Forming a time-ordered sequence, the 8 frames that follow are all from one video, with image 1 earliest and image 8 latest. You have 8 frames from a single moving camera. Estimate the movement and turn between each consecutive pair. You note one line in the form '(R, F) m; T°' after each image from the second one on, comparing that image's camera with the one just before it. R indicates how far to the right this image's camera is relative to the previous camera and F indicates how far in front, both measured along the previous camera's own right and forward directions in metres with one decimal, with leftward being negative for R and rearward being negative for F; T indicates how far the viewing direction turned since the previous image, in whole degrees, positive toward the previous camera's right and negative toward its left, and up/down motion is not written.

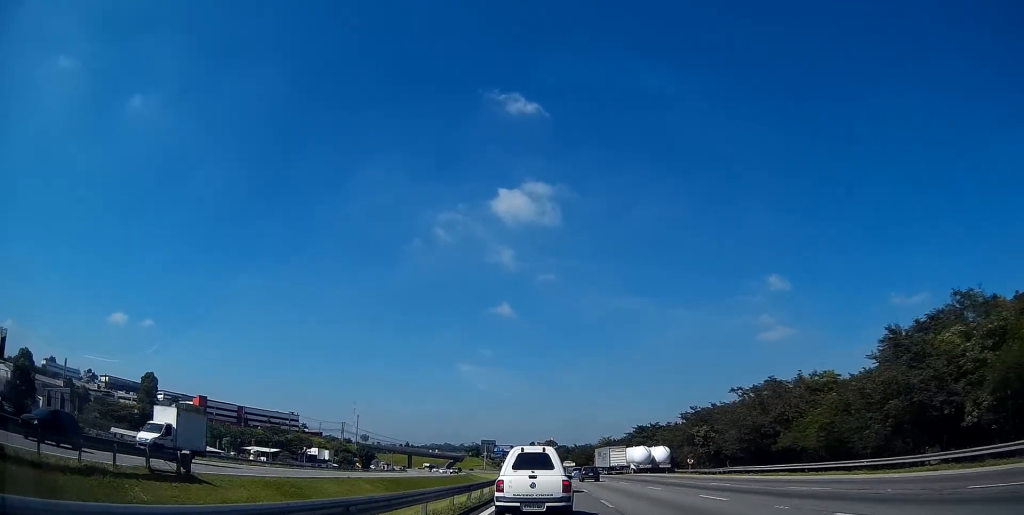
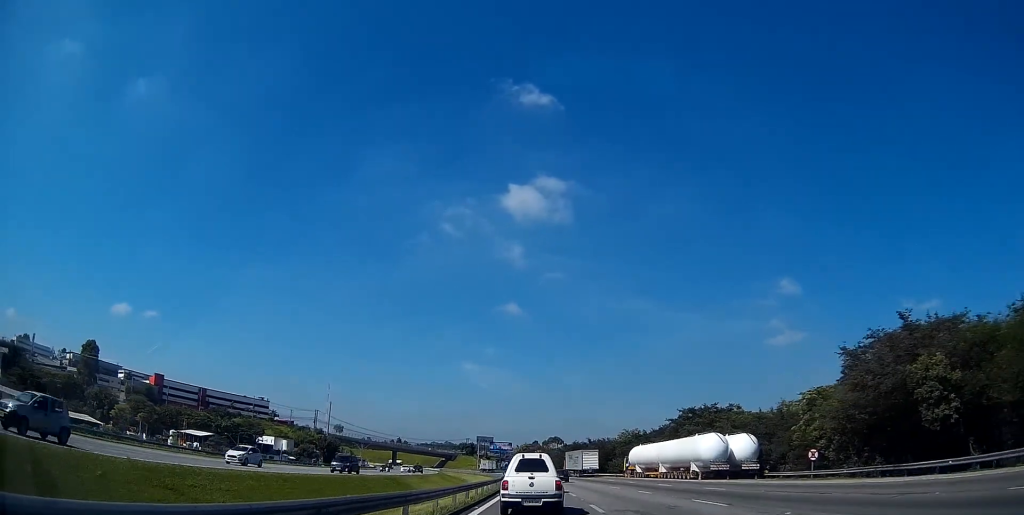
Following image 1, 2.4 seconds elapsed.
(-0.1, +46.6) m; 0°
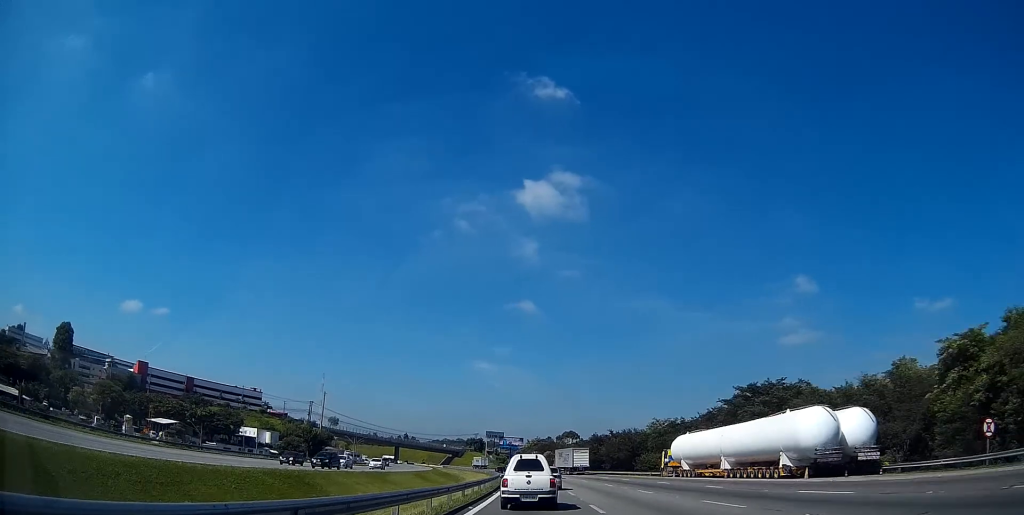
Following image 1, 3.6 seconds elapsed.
(-0.1, +23.9) m; -1°
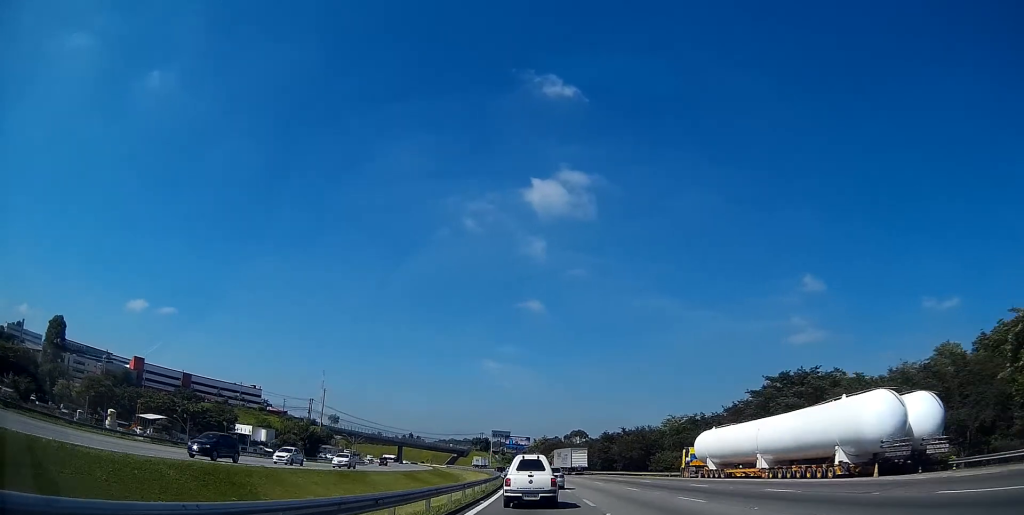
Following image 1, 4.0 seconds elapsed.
(0.0, +8.4) m; 0°
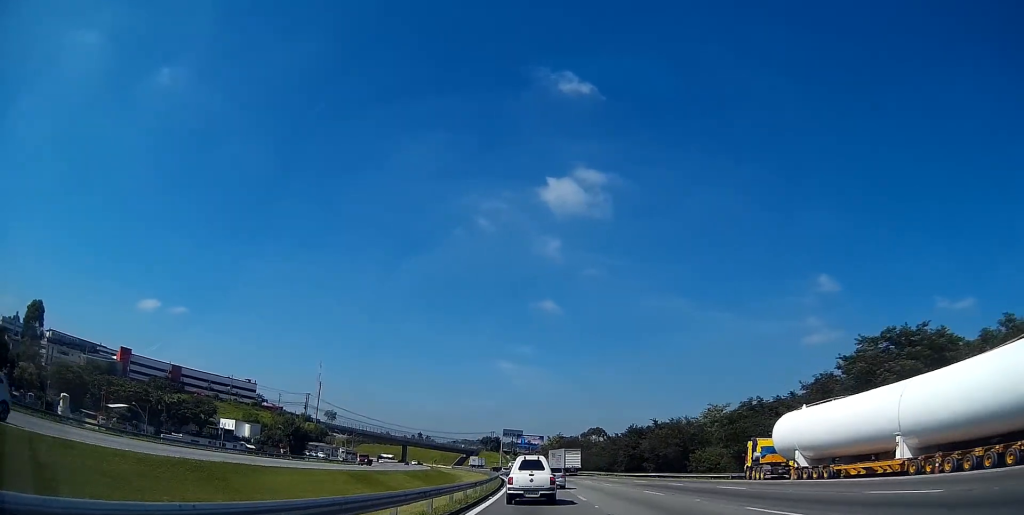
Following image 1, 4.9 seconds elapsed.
(-0.2, +19.9) m; -1°
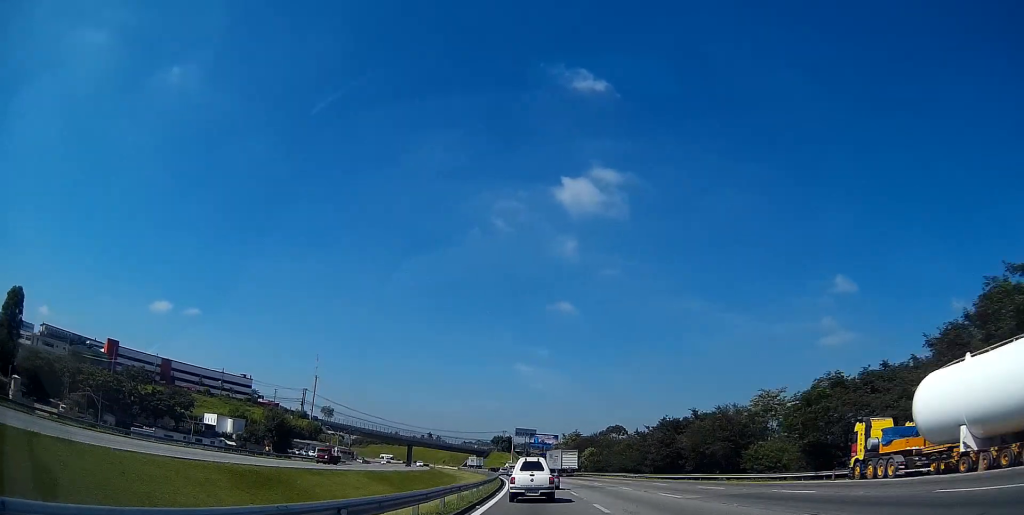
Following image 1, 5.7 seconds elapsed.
(0.0, +18.1) m; -1°
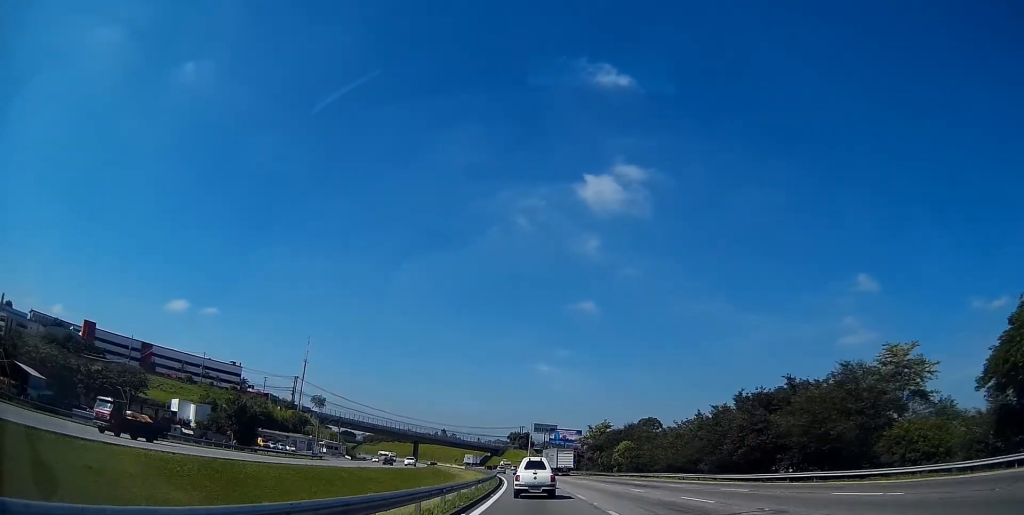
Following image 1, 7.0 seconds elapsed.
(-0.6, +27.4) m; -3°
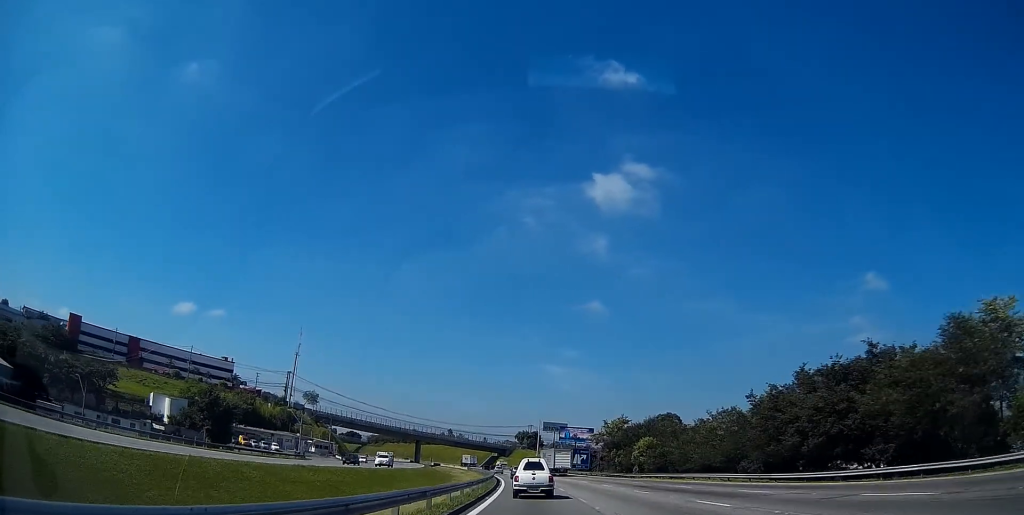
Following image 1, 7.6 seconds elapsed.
(-0.2, +13.7) m; -1°
